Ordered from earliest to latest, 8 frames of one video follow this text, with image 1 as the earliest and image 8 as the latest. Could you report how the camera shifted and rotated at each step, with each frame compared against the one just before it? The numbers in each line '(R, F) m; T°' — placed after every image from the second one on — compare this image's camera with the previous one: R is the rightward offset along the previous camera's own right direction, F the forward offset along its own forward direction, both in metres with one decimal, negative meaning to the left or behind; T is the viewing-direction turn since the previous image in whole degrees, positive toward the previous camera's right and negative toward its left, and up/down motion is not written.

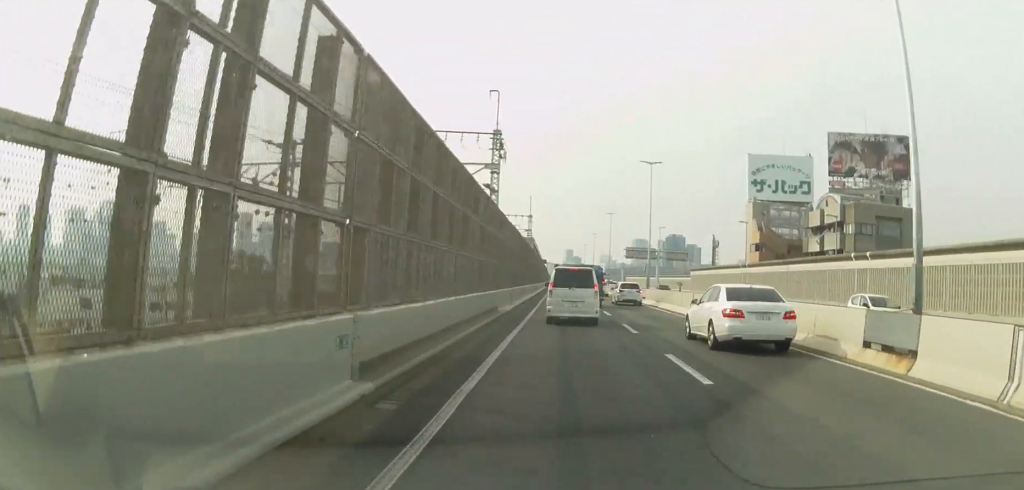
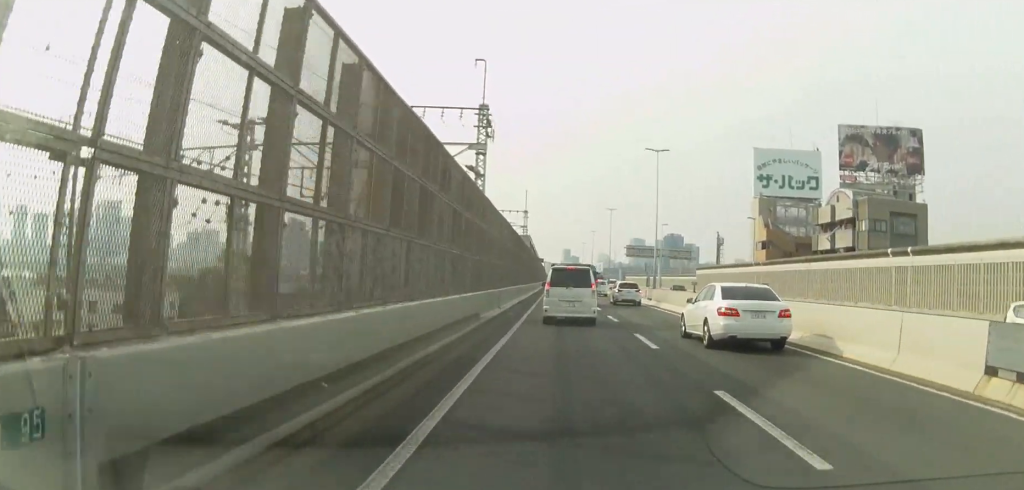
(0.0, +5.0) m; +1°
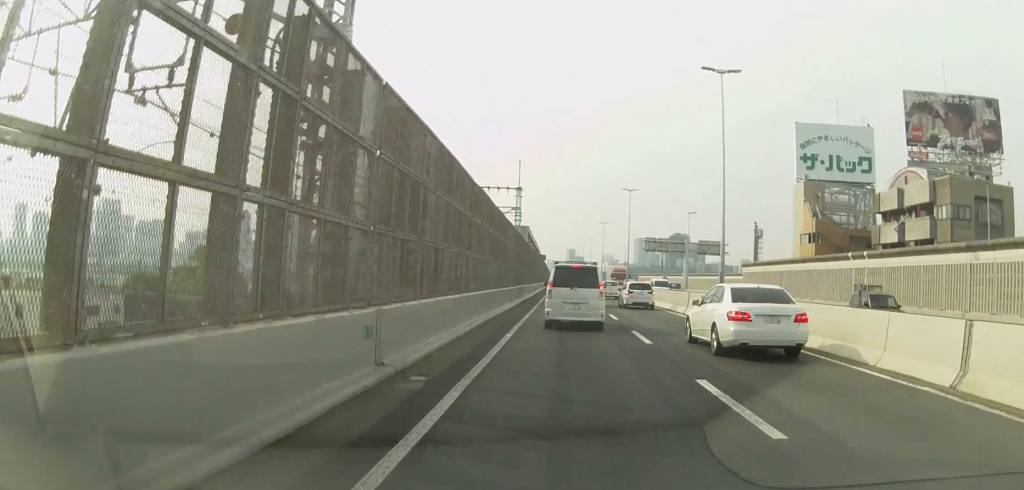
(+0.2, +19.7) m; -1°
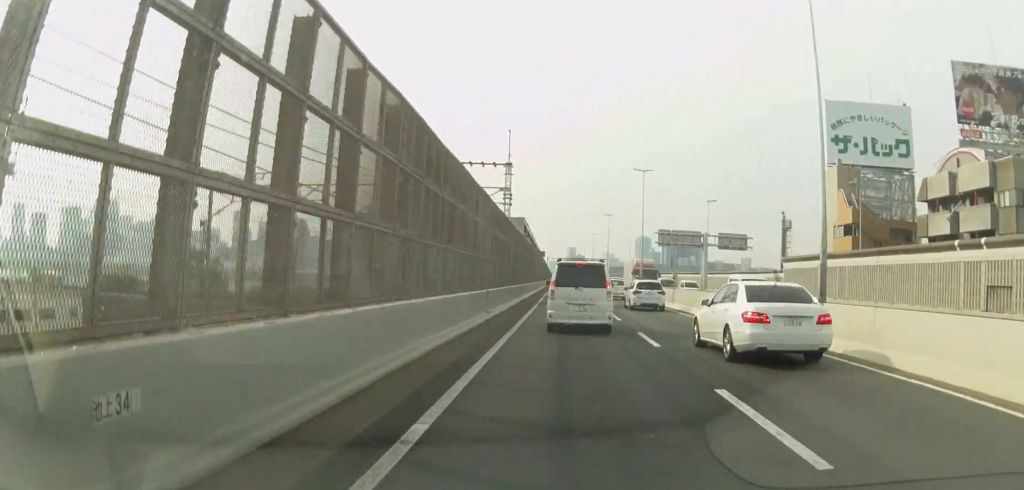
(-0.2, +12.4) m; -1°
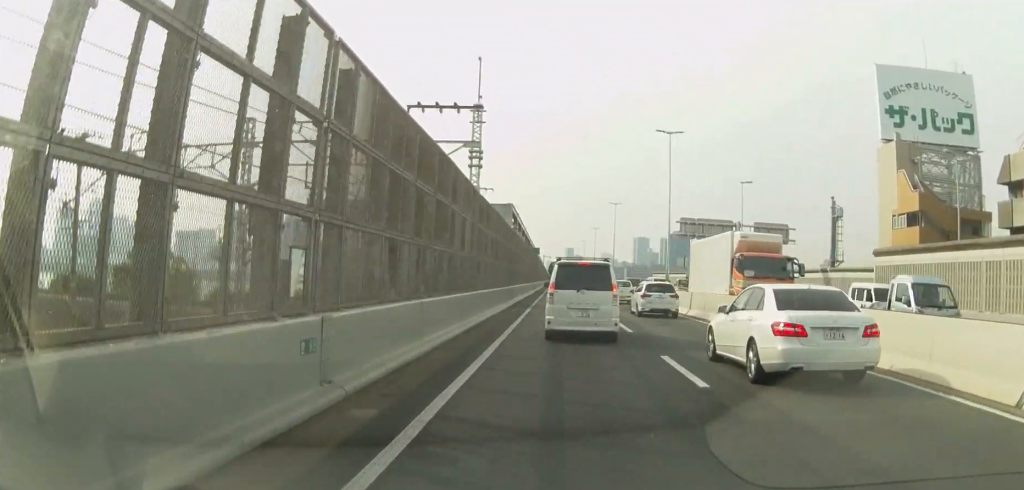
(+0.2, +18.0) m; +2°
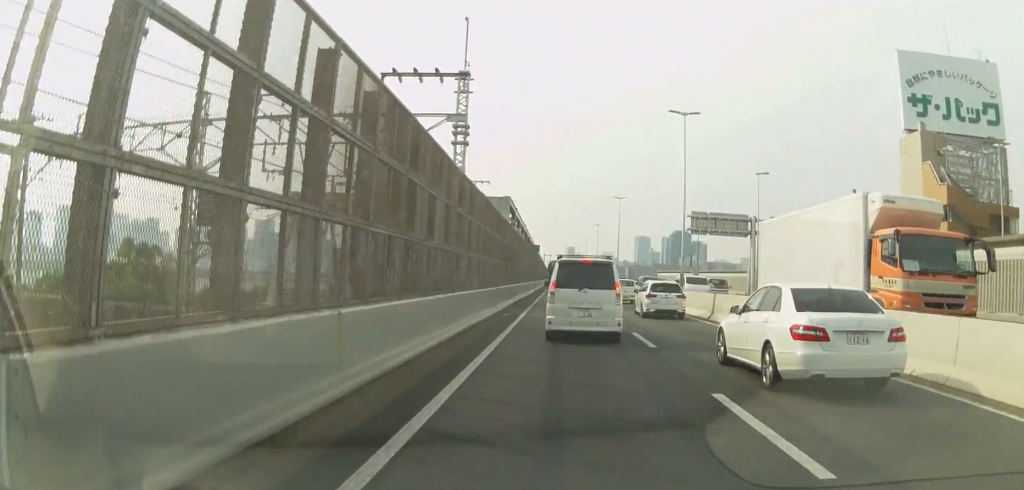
(+0.2, +5.5) m; 0°
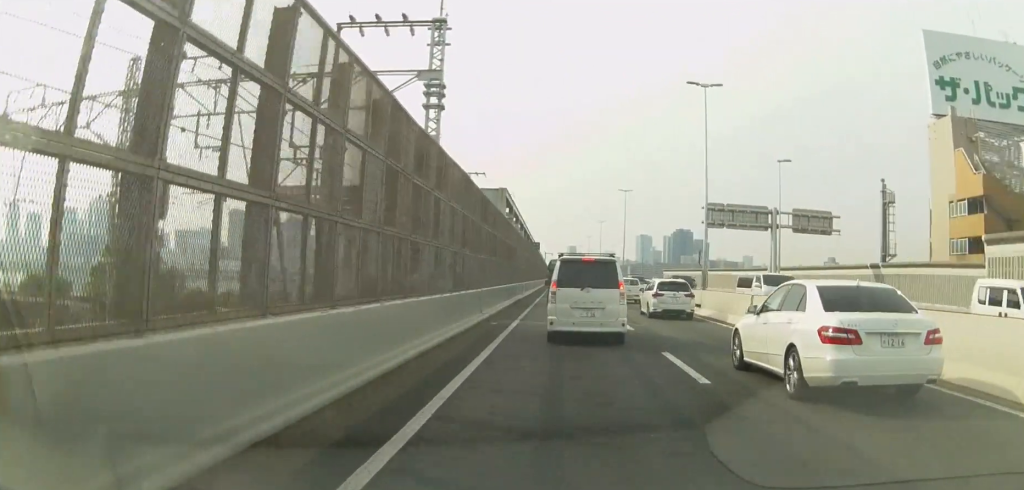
(0.0, +6.3) m; -1°
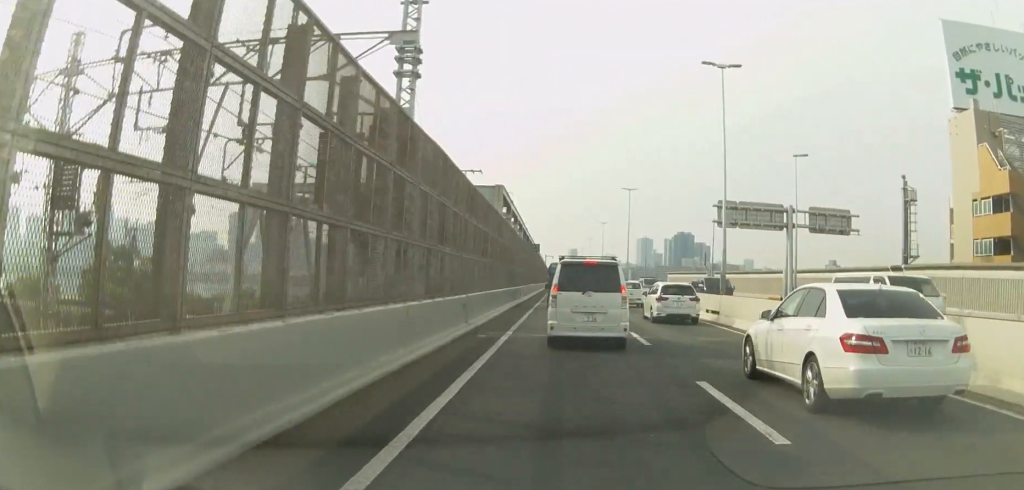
(0.0, +4.2) m; -2°
